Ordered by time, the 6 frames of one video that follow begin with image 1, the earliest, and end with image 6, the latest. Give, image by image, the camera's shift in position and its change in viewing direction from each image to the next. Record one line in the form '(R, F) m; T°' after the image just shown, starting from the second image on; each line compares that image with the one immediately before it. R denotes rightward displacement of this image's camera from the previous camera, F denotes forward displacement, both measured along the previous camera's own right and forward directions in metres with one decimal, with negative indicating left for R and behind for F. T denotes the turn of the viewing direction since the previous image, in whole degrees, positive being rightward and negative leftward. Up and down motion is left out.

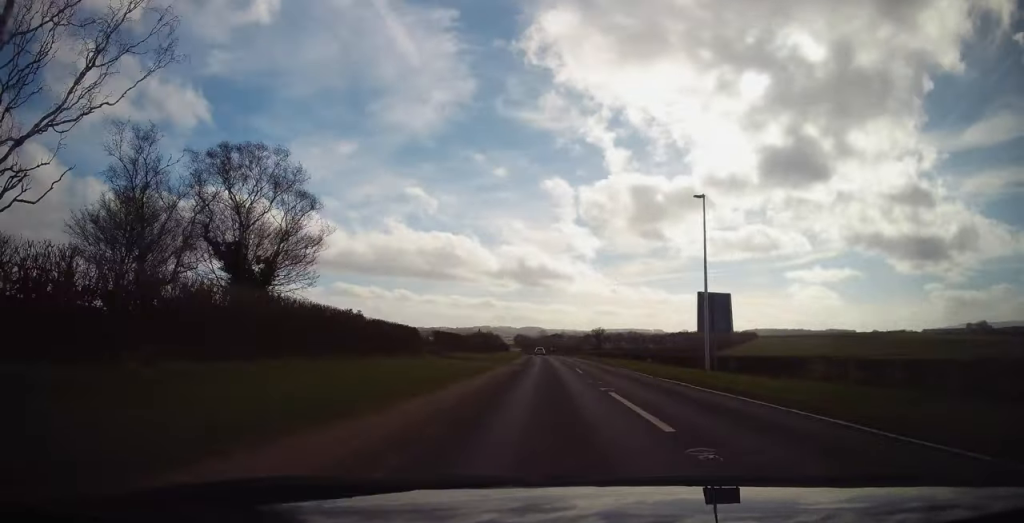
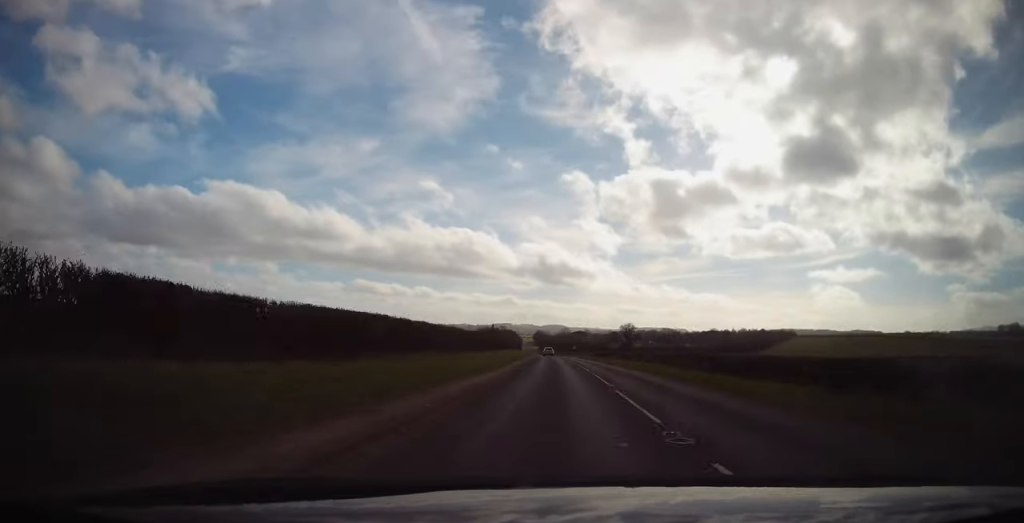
(+0.1, +45.3) m; -1°
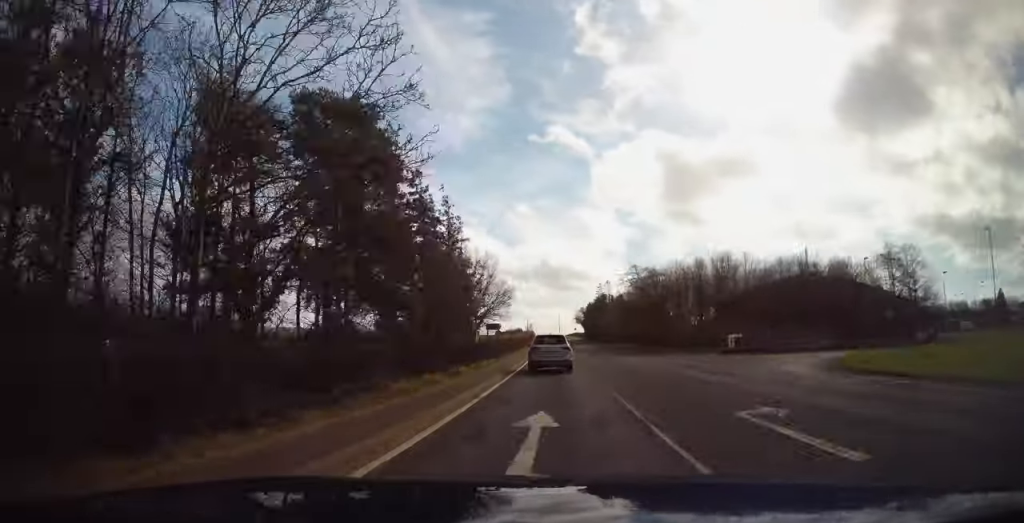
(-16.5, +374.4) m; -2°
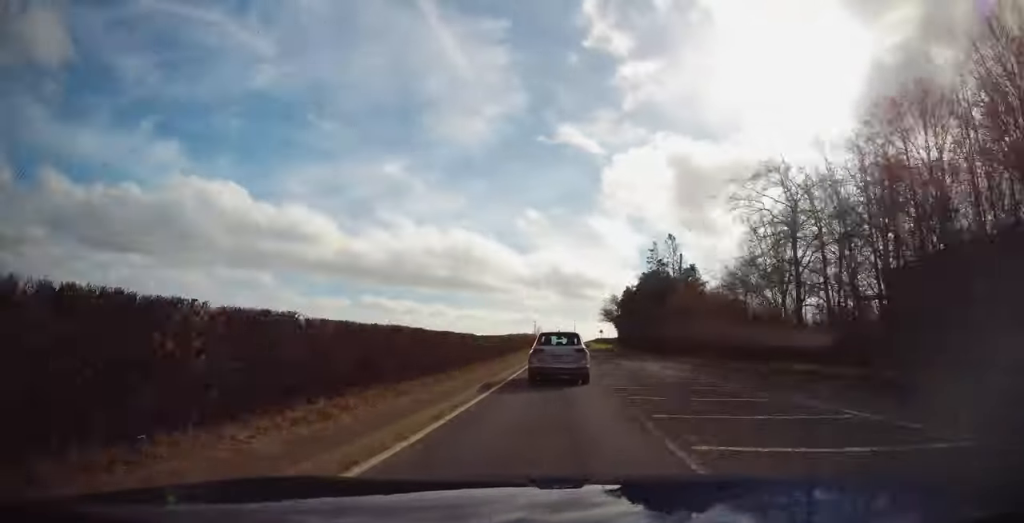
(+0.3, +51.4) m; 0°
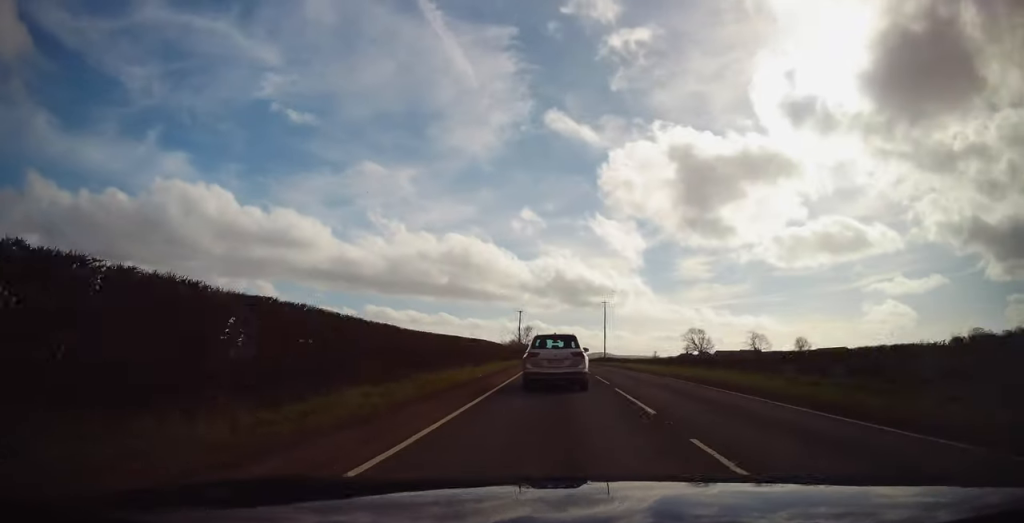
(-1.5, +117.9) m; -3°
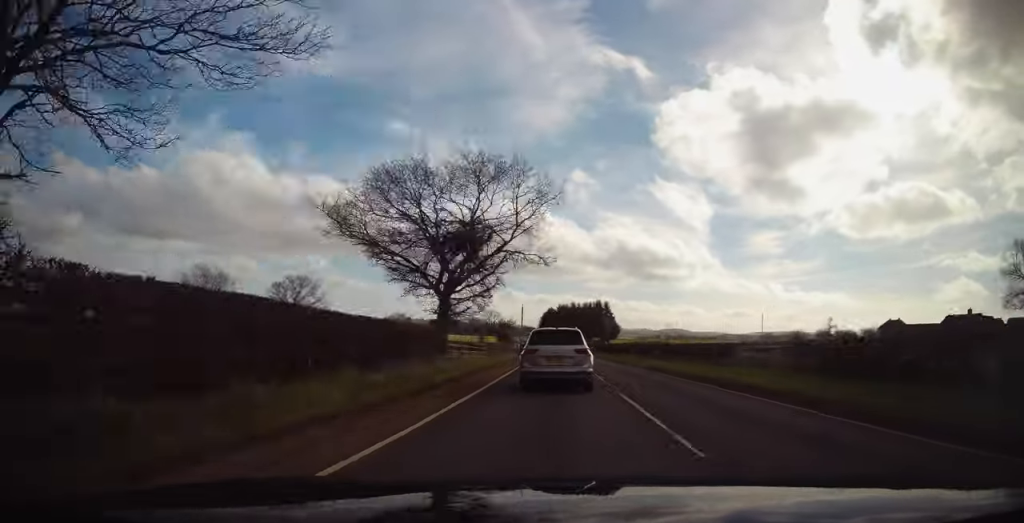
(-10.1, +166.2) m; -7°
